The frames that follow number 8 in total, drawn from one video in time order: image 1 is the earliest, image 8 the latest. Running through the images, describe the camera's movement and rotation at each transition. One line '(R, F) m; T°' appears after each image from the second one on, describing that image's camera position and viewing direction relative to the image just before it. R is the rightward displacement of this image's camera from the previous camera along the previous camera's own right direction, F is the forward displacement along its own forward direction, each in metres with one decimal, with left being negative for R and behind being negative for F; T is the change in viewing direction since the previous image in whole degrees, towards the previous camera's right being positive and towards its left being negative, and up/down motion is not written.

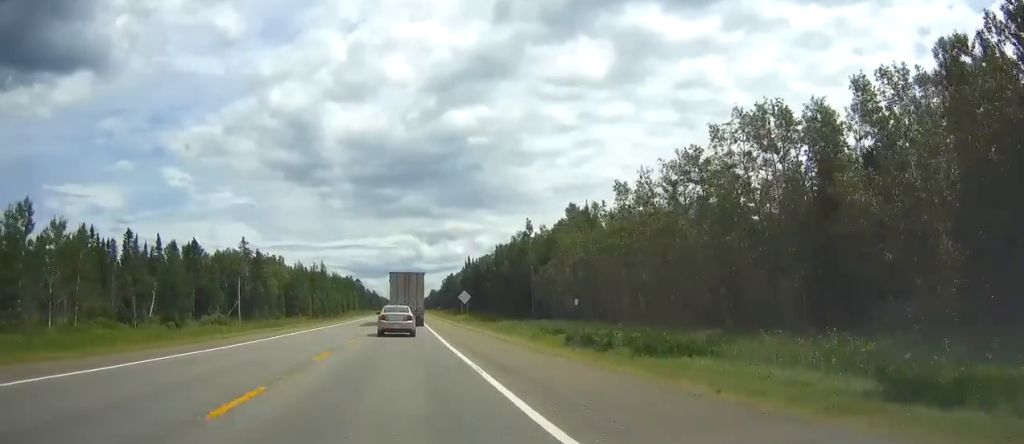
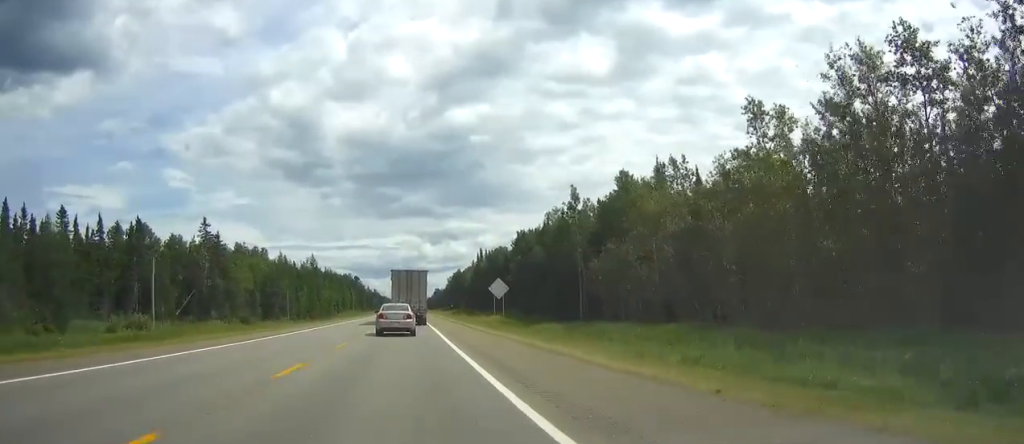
(-0.2, +31.1) m; 0°
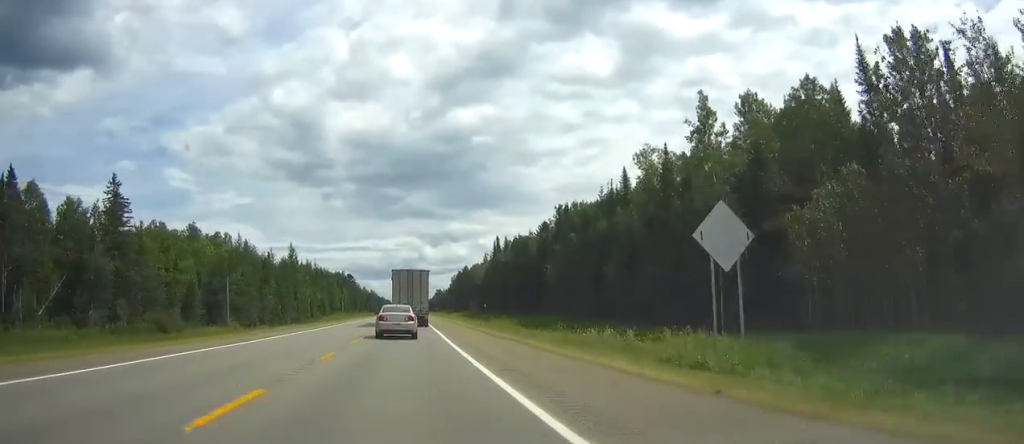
(+0.2, +40.3) m; 0°
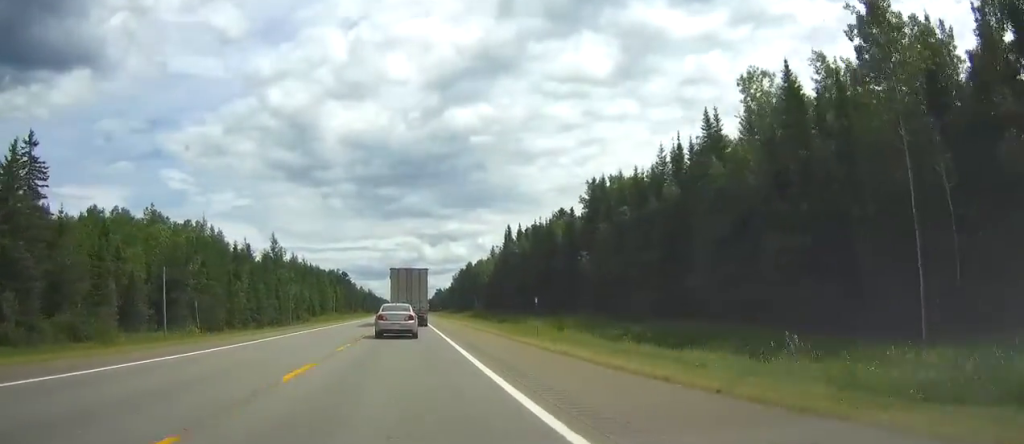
(-0.1, +21.5) m; 0°
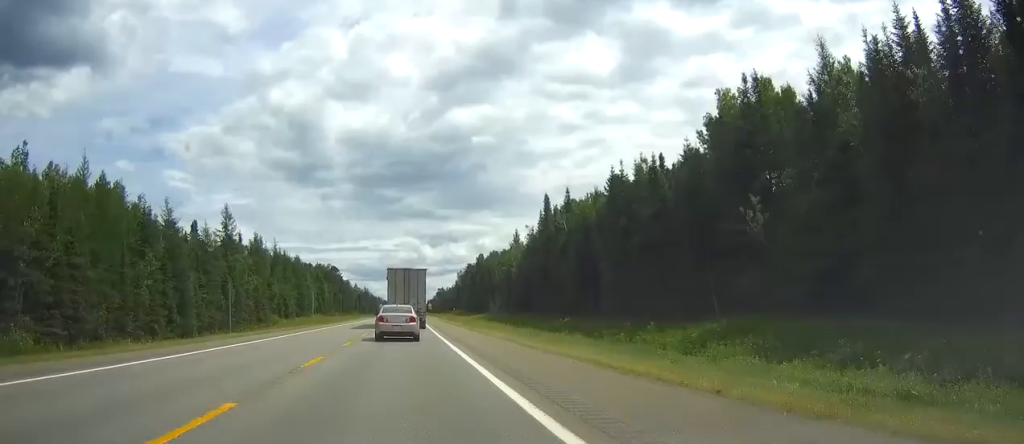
(+0.1, +41.1) m; +1°
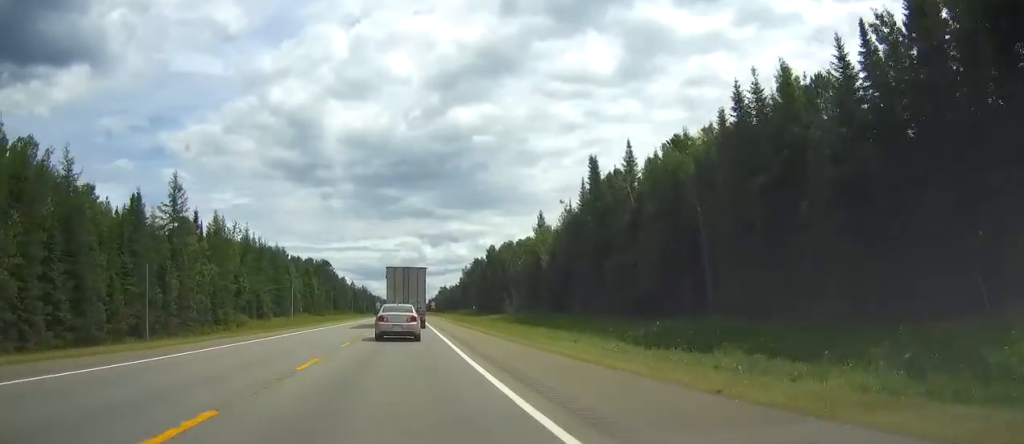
(+0.1, +27.1) m; 0°
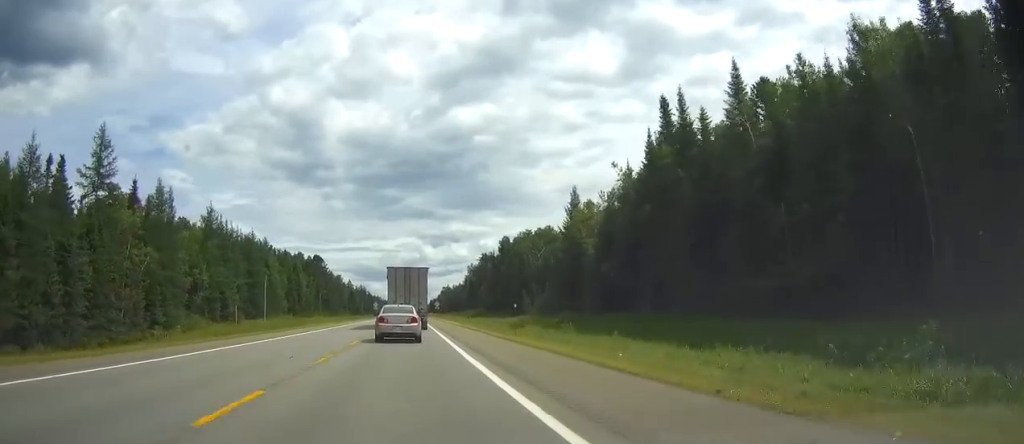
(0.0, +24.2) m; 0°
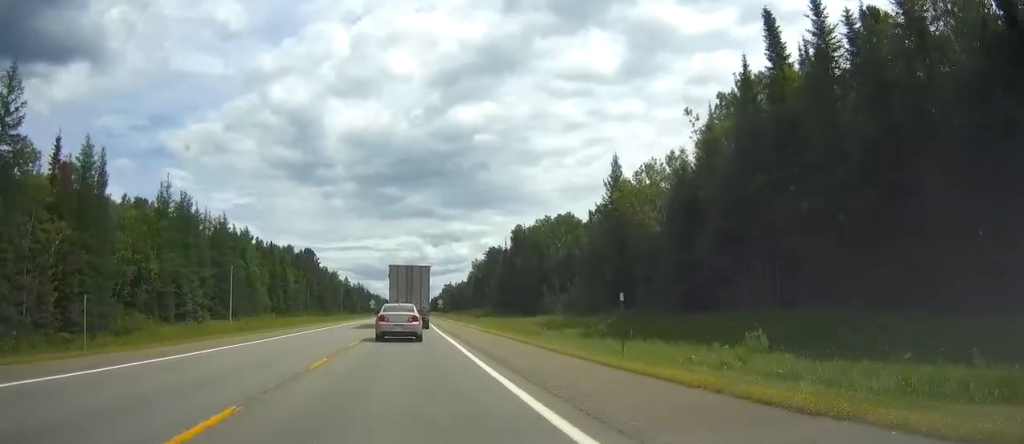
(-0.1, +19.5) m; 0°
